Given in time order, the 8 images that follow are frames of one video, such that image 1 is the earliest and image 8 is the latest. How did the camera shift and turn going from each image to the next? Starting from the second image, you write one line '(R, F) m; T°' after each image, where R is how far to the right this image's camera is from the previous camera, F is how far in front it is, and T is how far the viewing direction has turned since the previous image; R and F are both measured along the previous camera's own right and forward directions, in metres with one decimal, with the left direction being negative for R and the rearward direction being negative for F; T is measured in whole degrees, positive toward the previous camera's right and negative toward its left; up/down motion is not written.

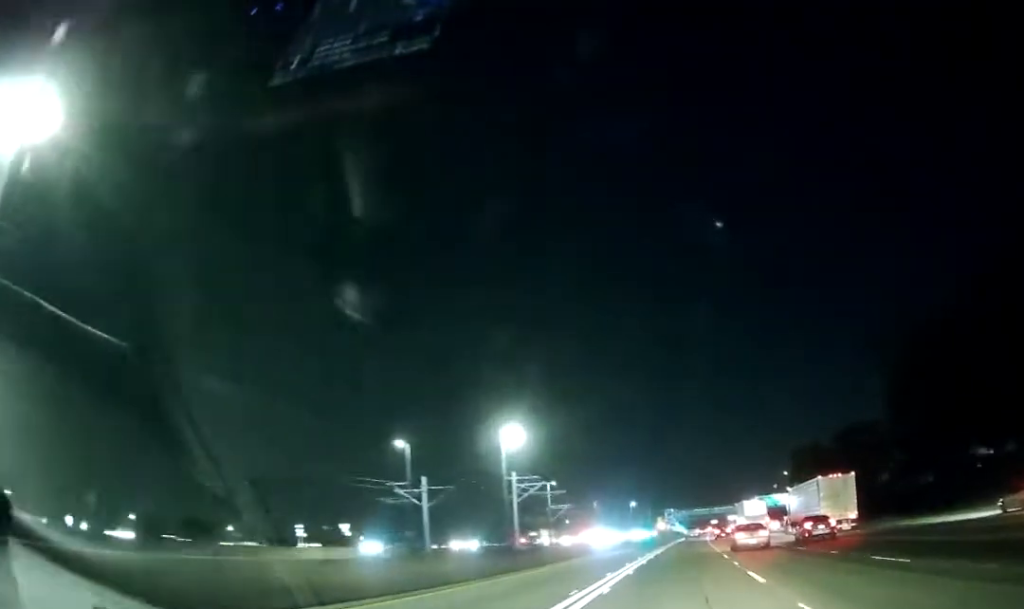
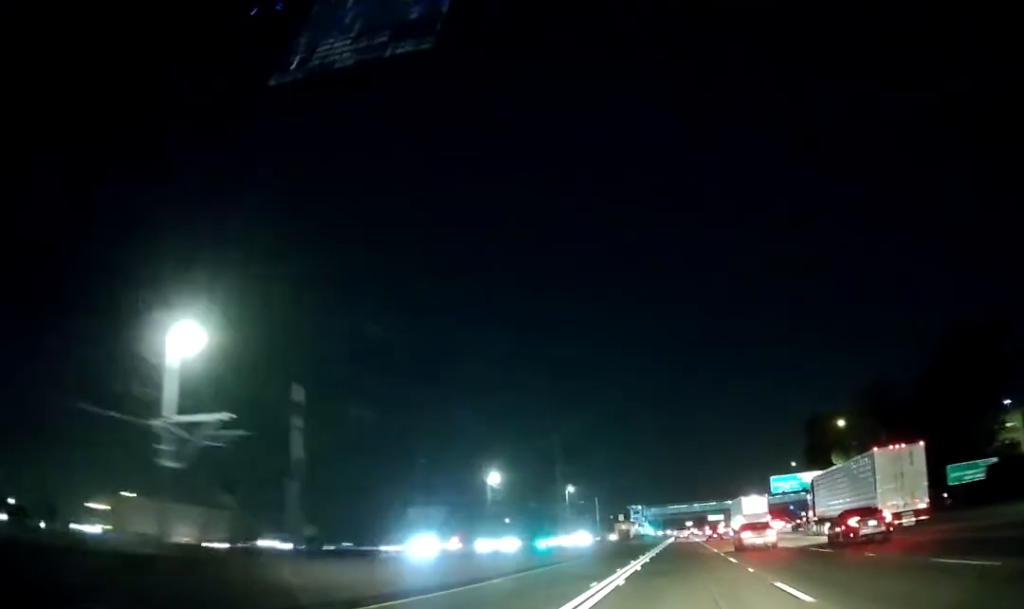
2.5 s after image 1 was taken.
(+1.1, +76.9) m; +2°
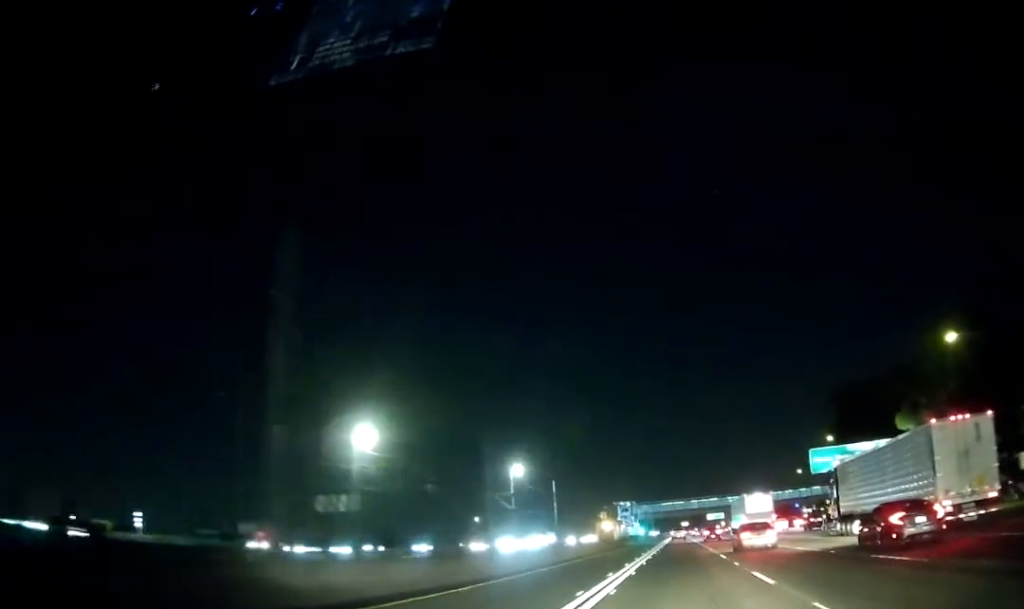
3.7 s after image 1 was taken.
(+0.3, +38.5) m; +1°
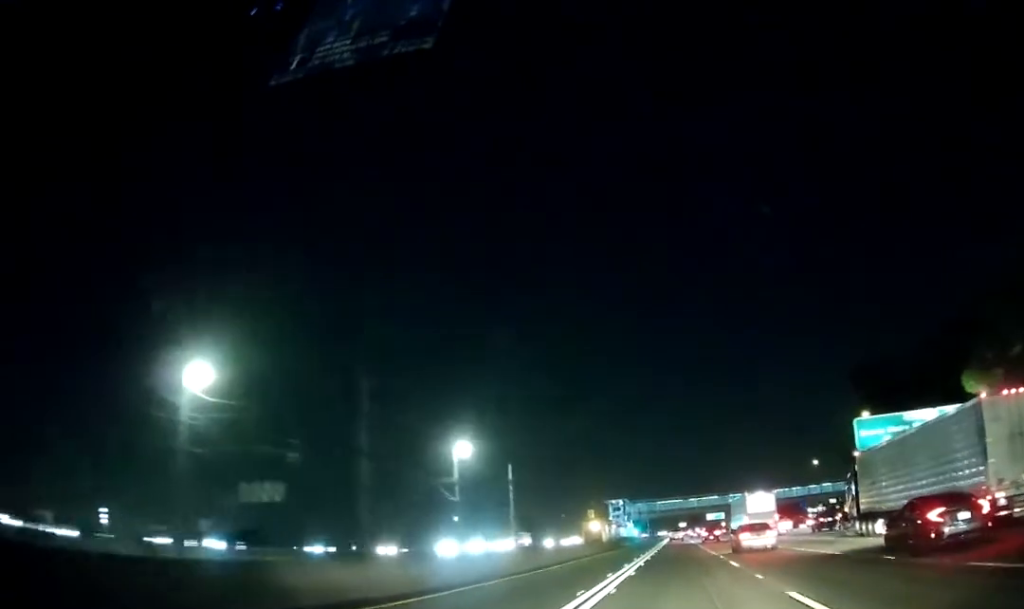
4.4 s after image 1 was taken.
(+0.3, +22.0) m; 0°
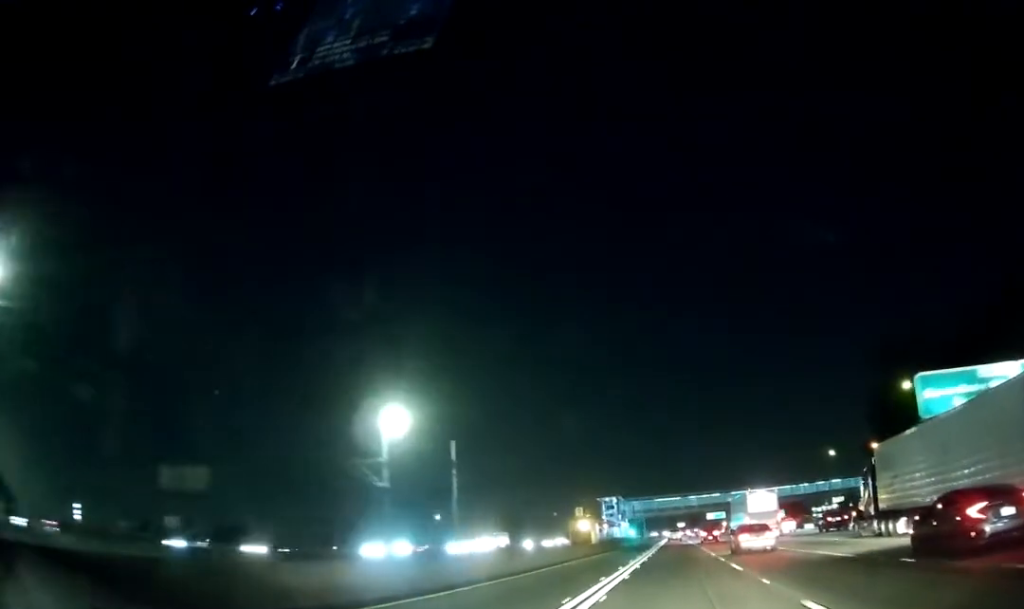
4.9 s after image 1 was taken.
(-0.1, +16.8) m; 0°
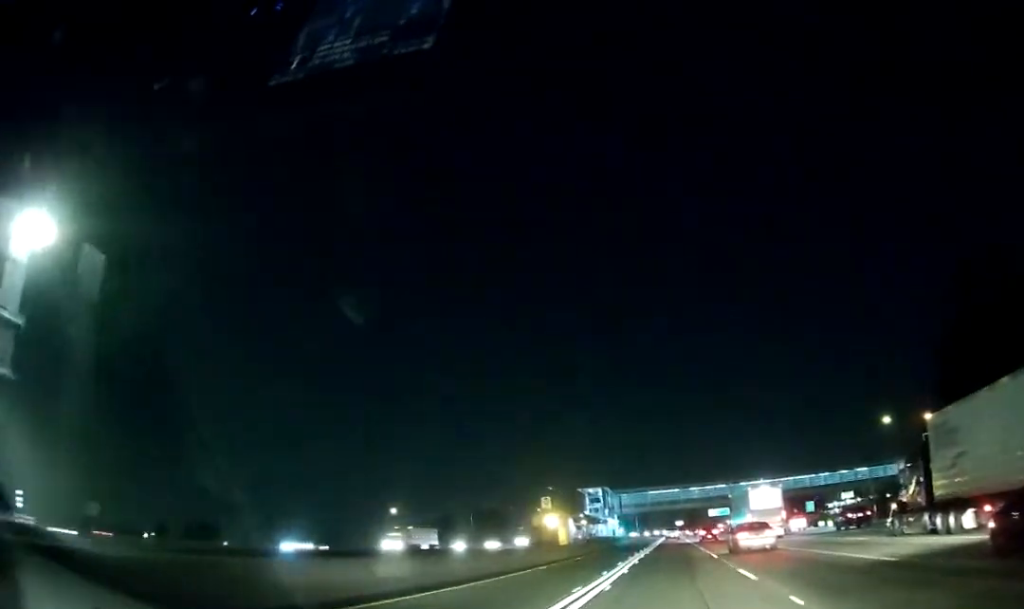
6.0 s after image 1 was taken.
(-0.1, +33.7) m; 0°
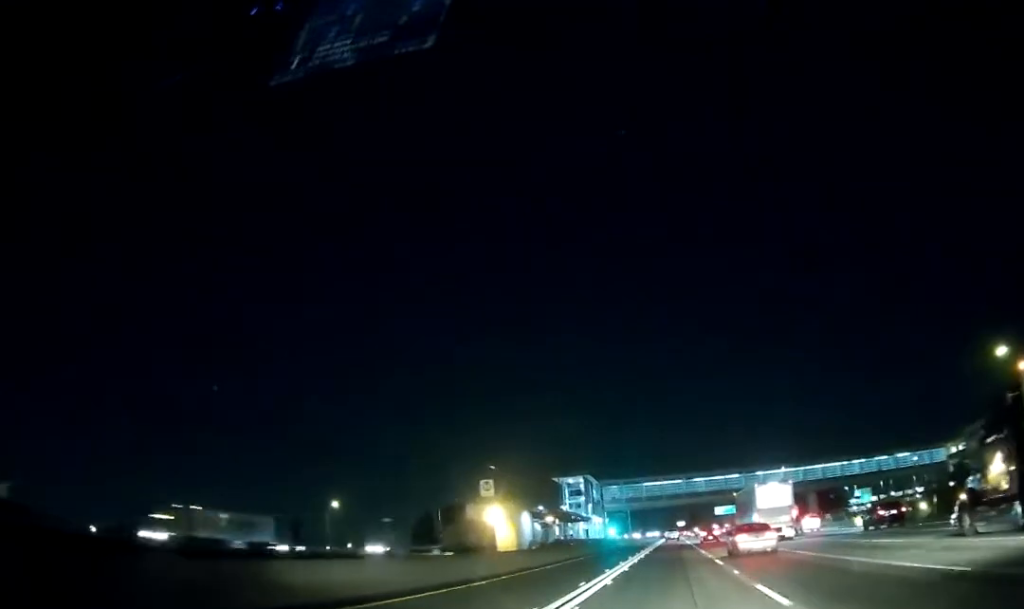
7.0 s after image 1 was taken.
(0.0, +32.6) m; 0°
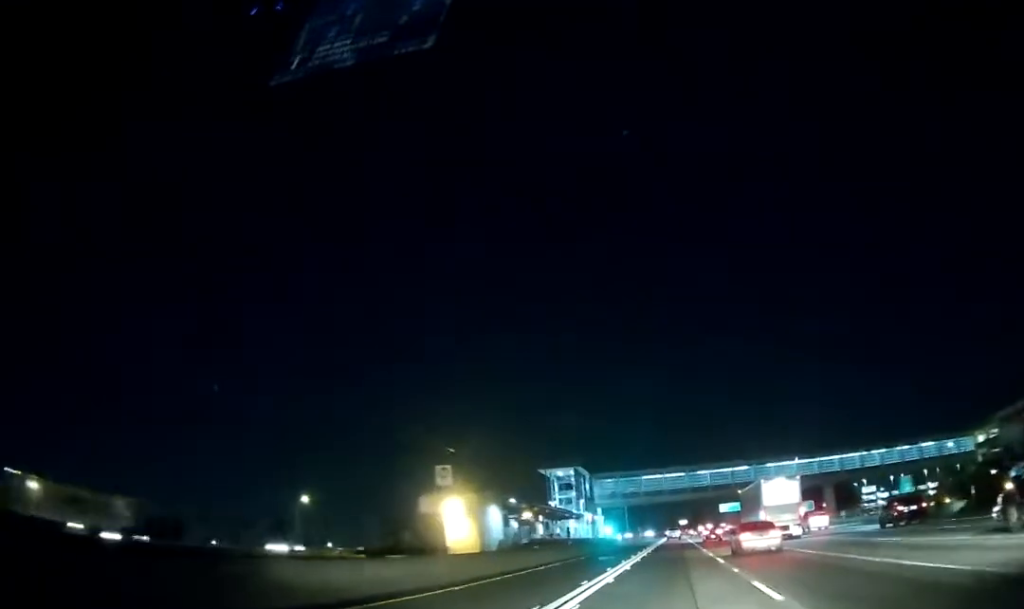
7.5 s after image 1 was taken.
(0.0, +14.7) m; 0°
